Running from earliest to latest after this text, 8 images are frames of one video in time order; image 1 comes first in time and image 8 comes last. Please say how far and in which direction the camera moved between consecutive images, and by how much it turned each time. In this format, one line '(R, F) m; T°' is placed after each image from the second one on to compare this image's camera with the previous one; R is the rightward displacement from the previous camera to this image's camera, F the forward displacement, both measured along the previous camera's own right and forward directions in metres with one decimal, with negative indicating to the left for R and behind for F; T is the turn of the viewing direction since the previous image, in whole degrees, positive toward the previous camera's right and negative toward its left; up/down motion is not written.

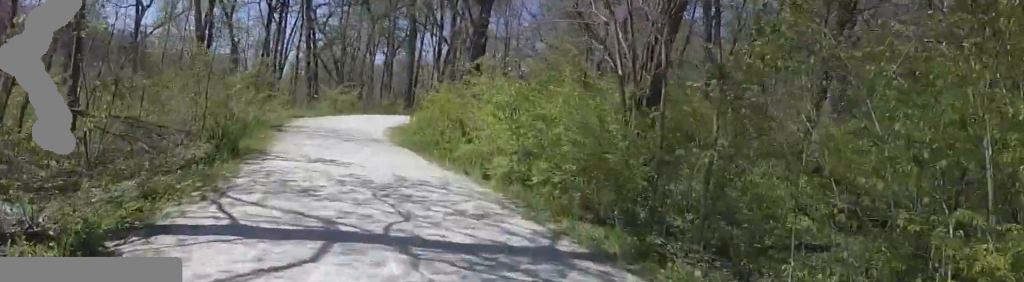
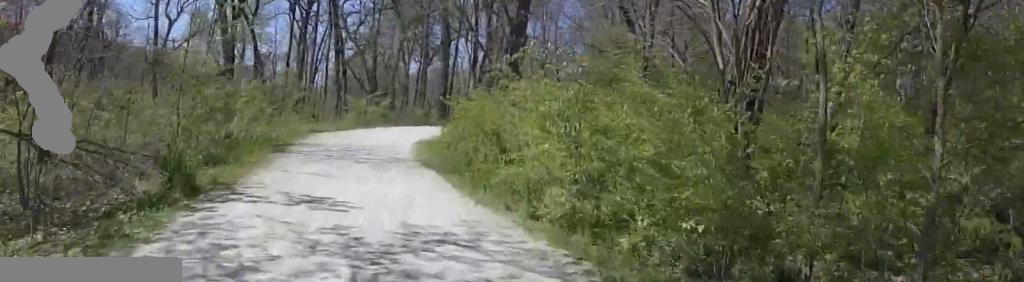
(+0.3, +2.8) m; -1°
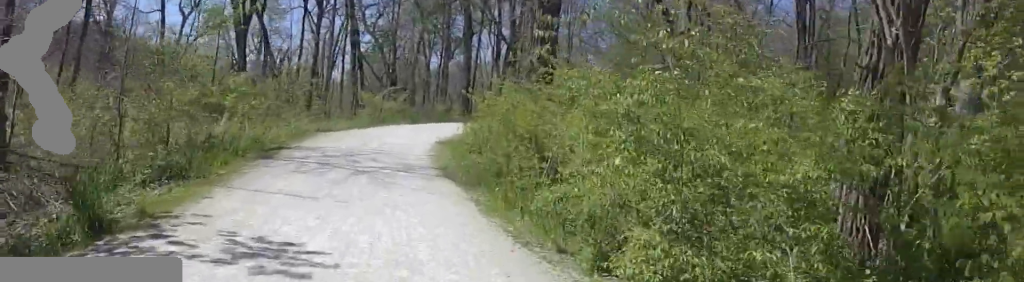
(-0.3, +2.3) m; +3°
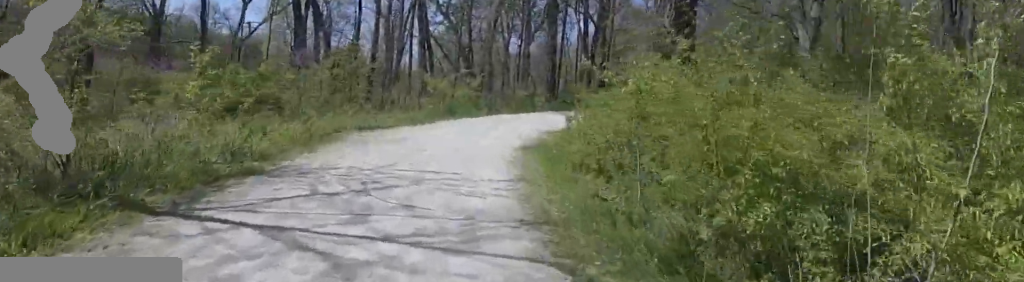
(+0.5, +5.3) m; +8°
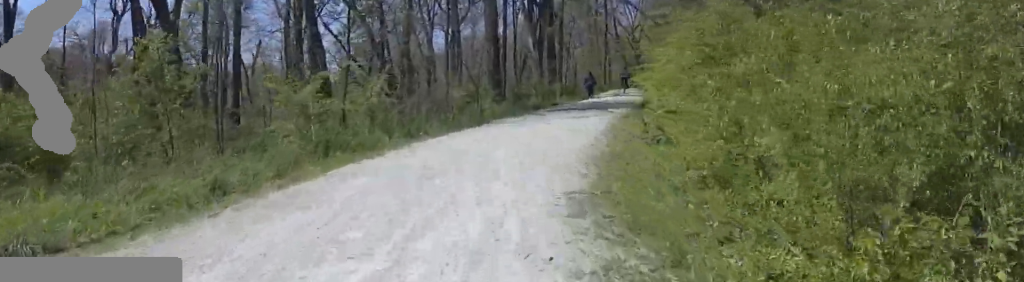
(-1.3, +9.9) m; -11°
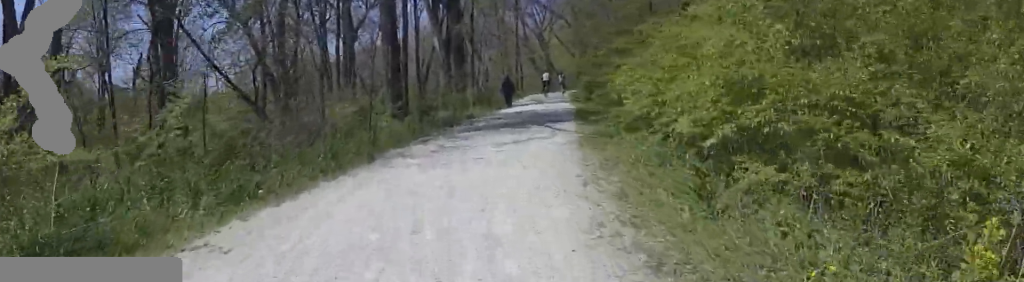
(+0.4, +5.5) m; +1°
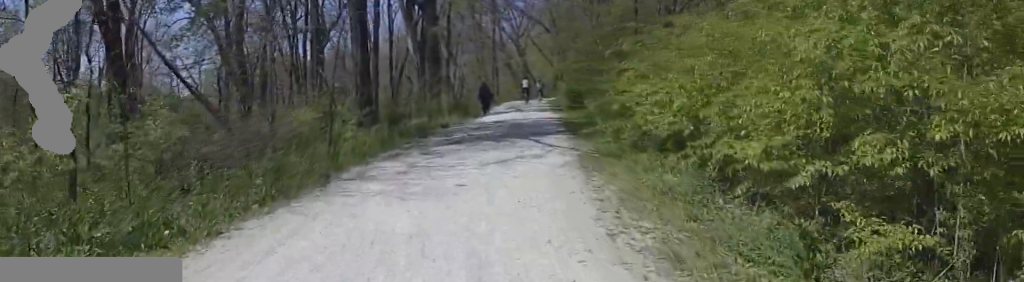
(-0.1, +2.0) m; +3°
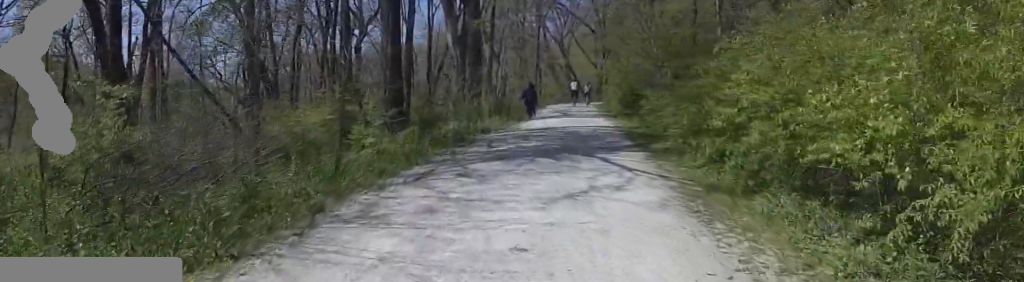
(-0.4, +3.0) m; +6°
